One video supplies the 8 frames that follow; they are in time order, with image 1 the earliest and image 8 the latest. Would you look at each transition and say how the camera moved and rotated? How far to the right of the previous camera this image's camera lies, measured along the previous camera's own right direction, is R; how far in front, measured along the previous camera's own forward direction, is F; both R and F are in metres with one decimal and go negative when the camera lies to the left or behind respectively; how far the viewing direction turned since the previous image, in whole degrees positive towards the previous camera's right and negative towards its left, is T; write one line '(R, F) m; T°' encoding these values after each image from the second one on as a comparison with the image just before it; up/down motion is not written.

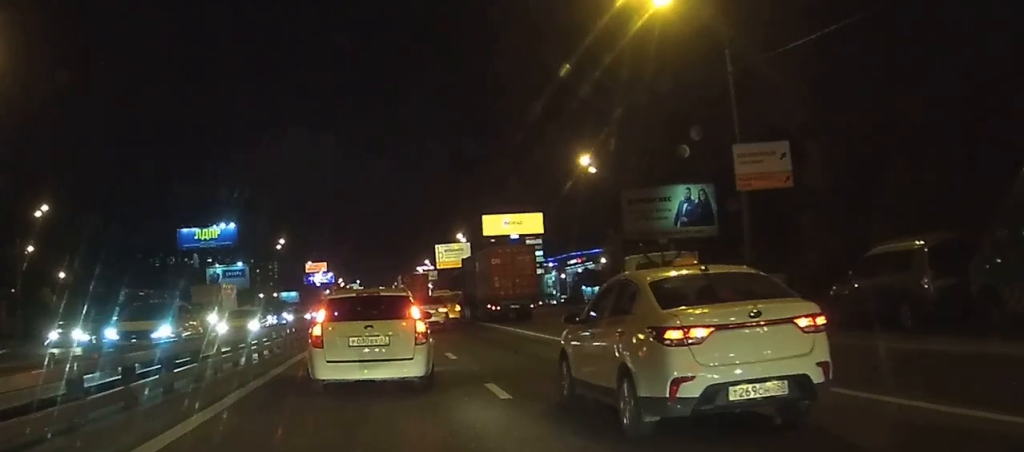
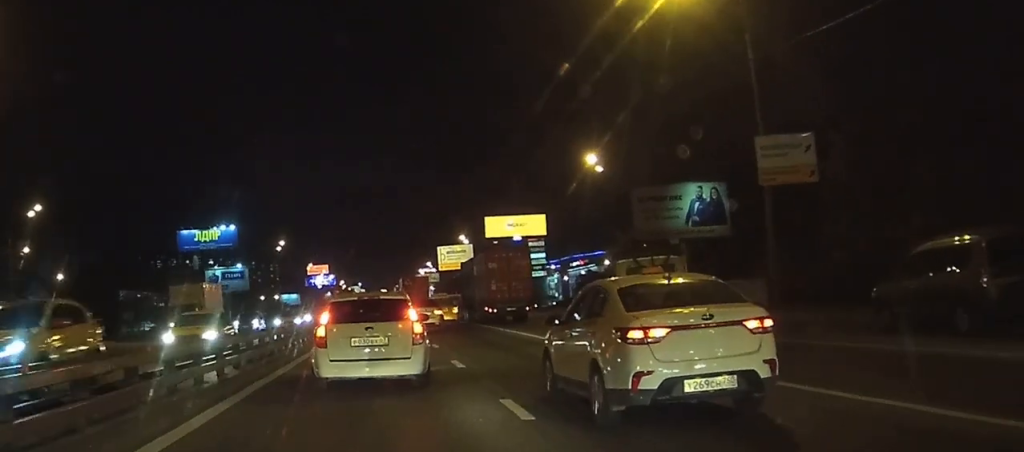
(0.0, +1.9) m; -1°
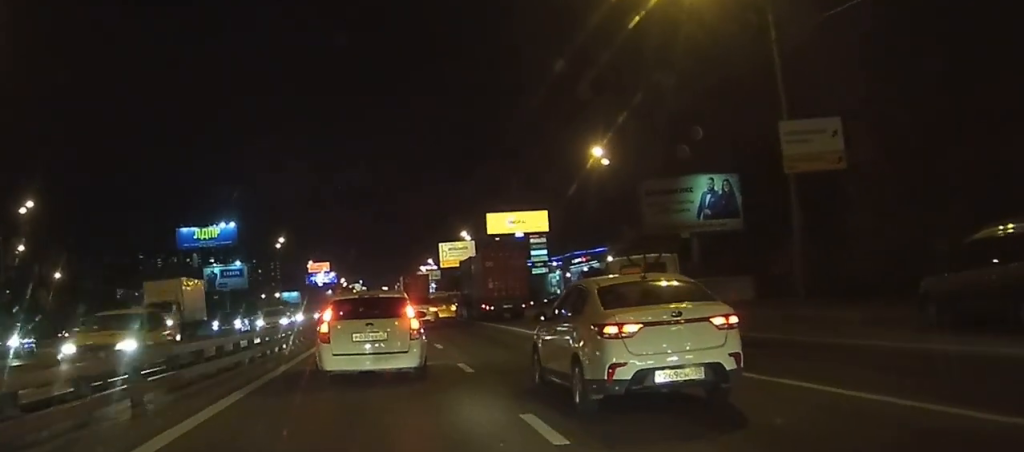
(0.0, +1.9) m; +1°
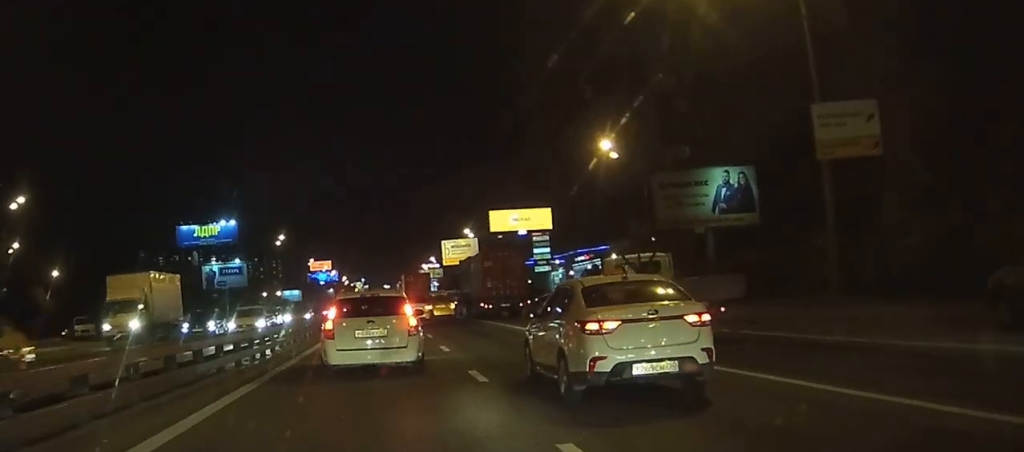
(-0.1, +2.2) m; +2°
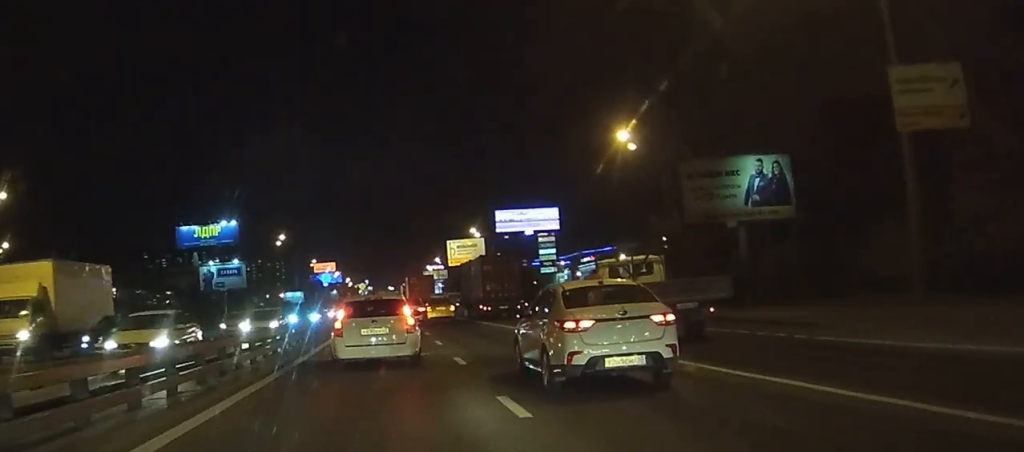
(+0.2, +4.5) m; +1°
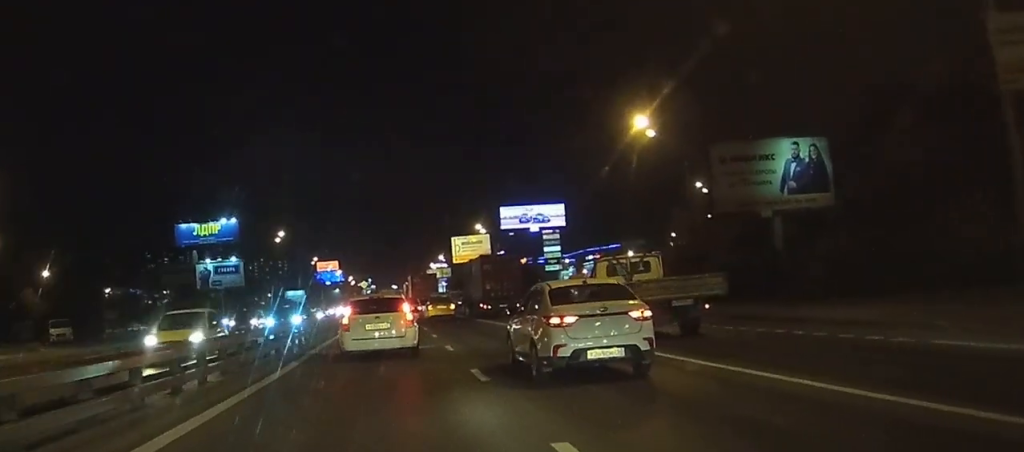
(+0.1, +4.4) m; -1°
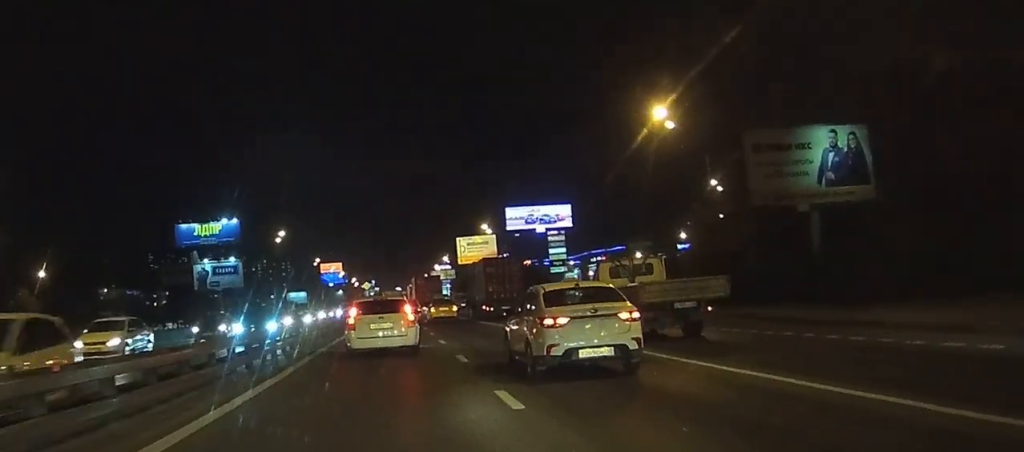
(-0.2, +3.7) m; -2°
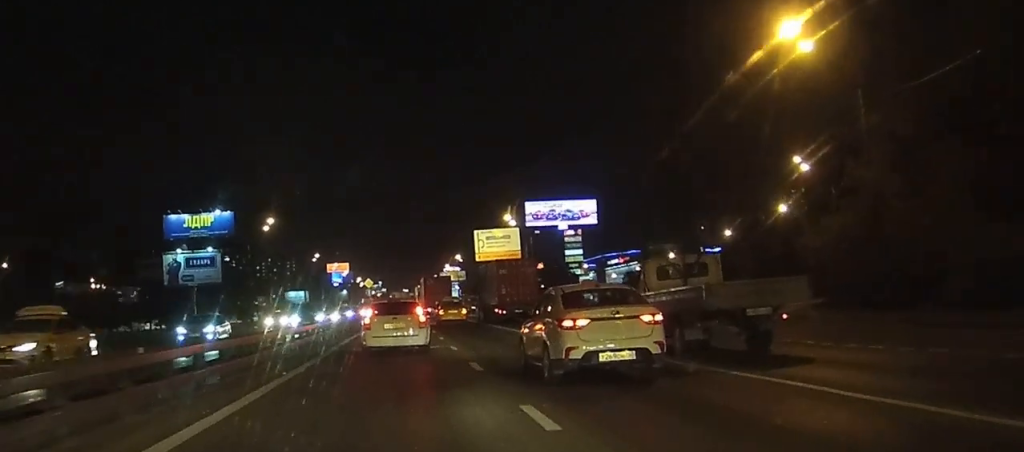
(-0.1, +18.0) m; 0°
